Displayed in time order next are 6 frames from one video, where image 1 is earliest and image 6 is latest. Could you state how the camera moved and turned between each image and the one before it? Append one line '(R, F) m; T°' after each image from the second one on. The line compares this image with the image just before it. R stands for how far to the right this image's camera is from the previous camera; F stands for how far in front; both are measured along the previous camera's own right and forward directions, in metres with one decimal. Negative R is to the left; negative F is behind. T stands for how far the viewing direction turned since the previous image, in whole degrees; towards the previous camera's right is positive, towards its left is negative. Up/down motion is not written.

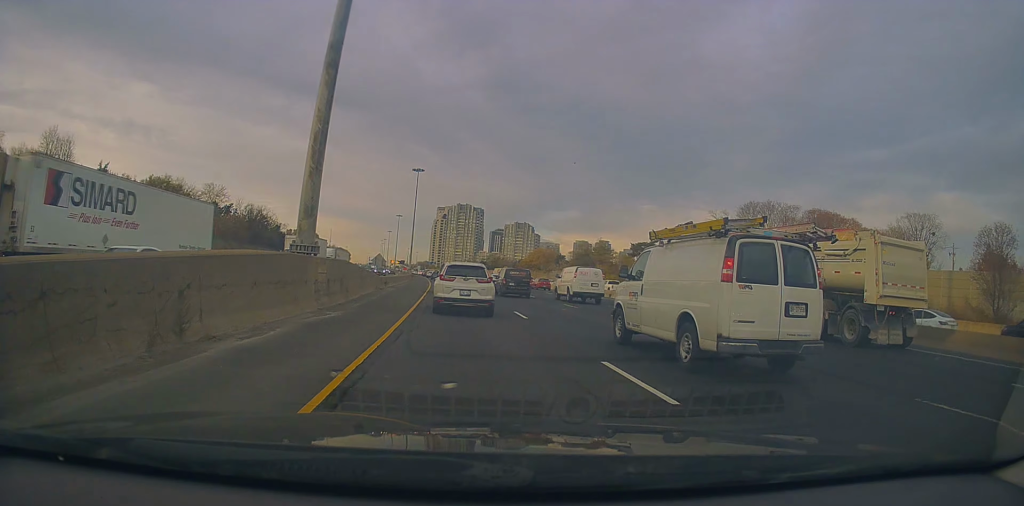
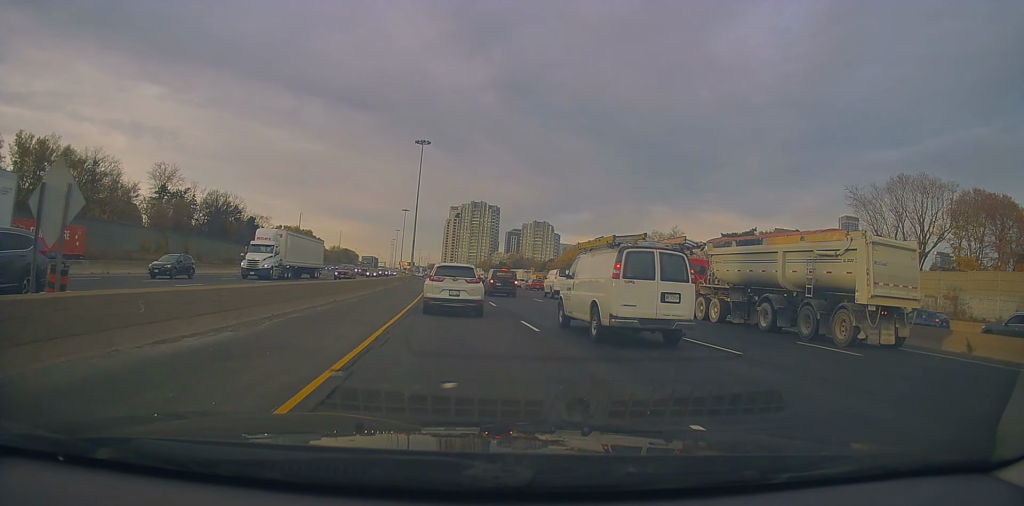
(-1.3, +40.2) m; -3°
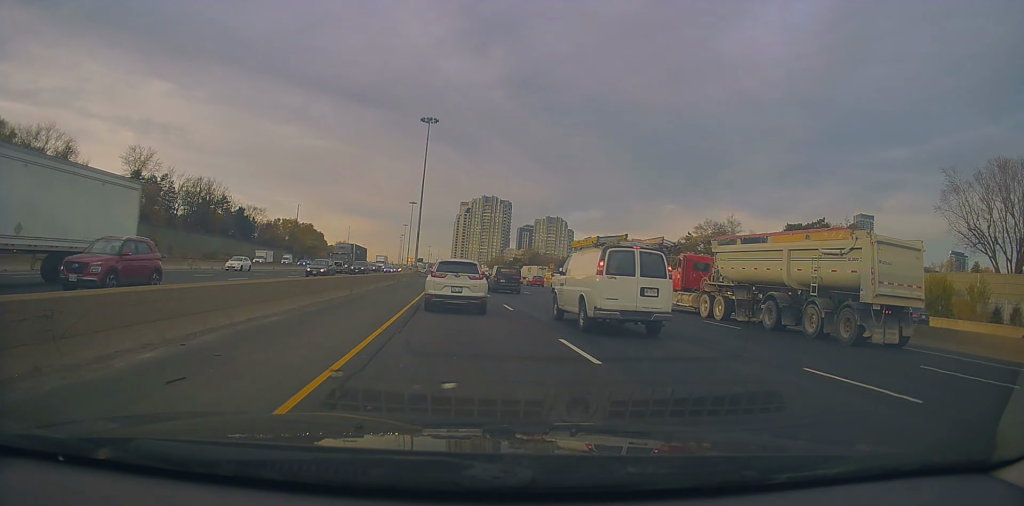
(+0.4, +17.2) m; +1°
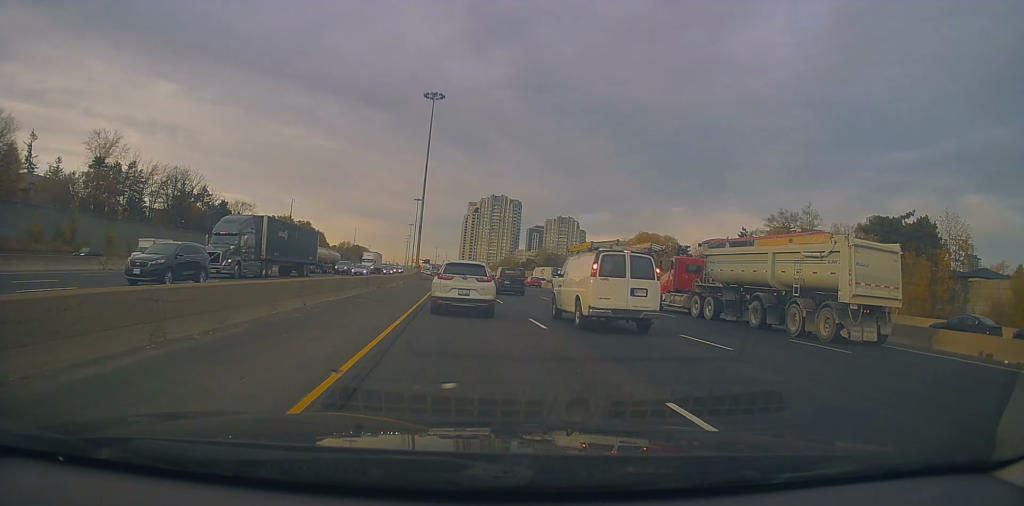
(0.0, +18.6) m; -2°
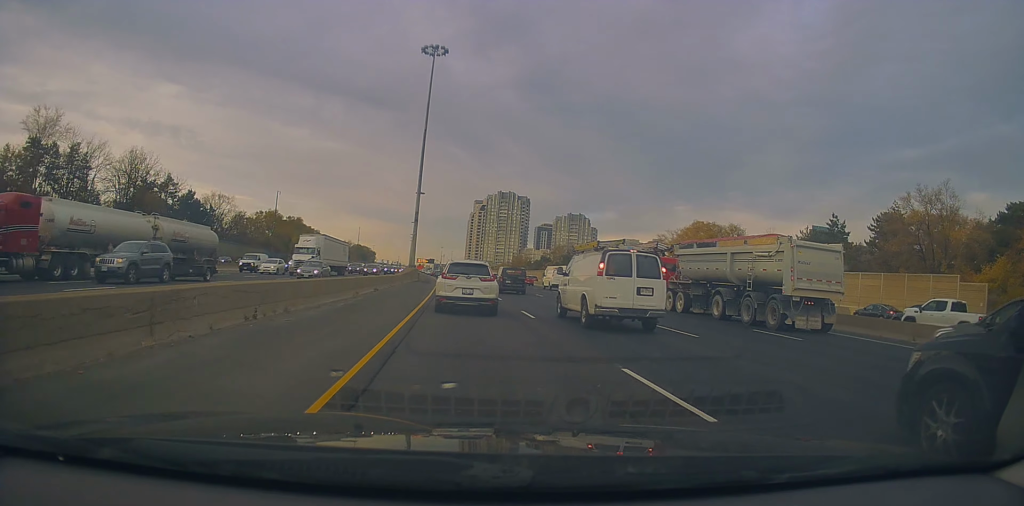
(-0.6, +22.1) m; -1°
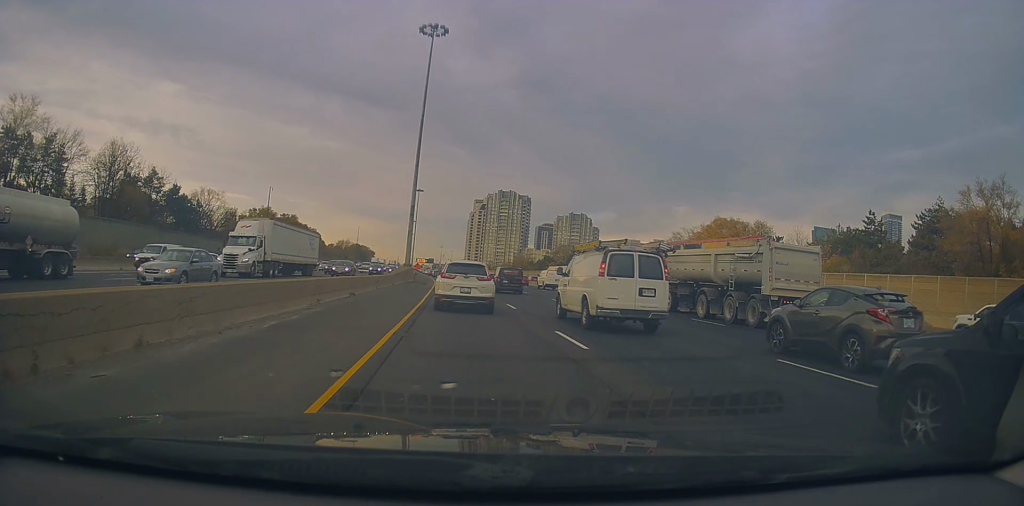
(+0.5, +7.6) m; 0°
